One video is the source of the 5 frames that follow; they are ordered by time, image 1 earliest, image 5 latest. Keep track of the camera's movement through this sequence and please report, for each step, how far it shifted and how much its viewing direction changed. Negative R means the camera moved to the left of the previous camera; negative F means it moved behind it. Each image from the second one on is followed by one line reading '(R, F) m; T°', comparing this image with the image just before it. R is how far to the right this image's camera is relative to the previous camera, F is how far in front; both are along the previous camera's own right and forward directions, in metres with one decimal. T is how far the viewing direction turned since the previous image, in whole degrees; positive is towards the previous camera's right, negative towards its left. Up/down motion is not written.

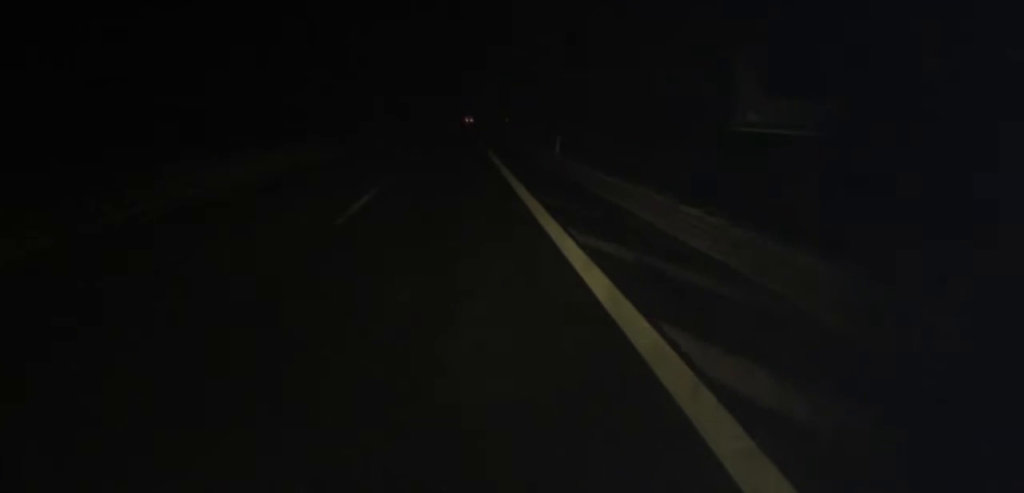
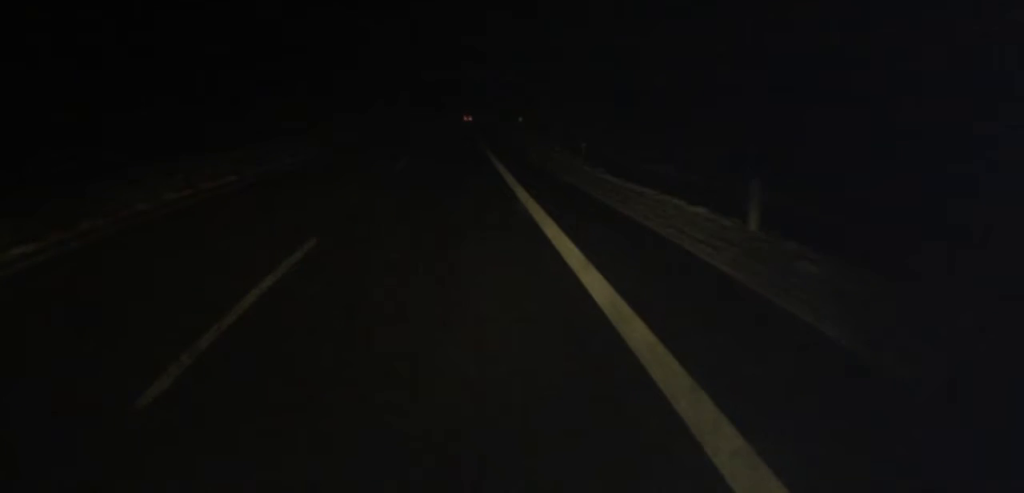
(+0.5, +24.8) m; 0°
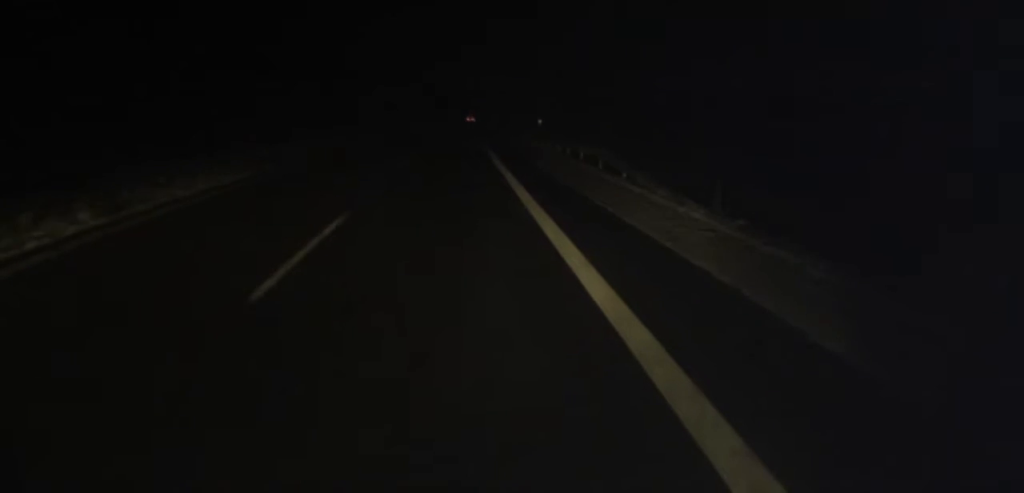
(-0.1, +14.8) m; -1°
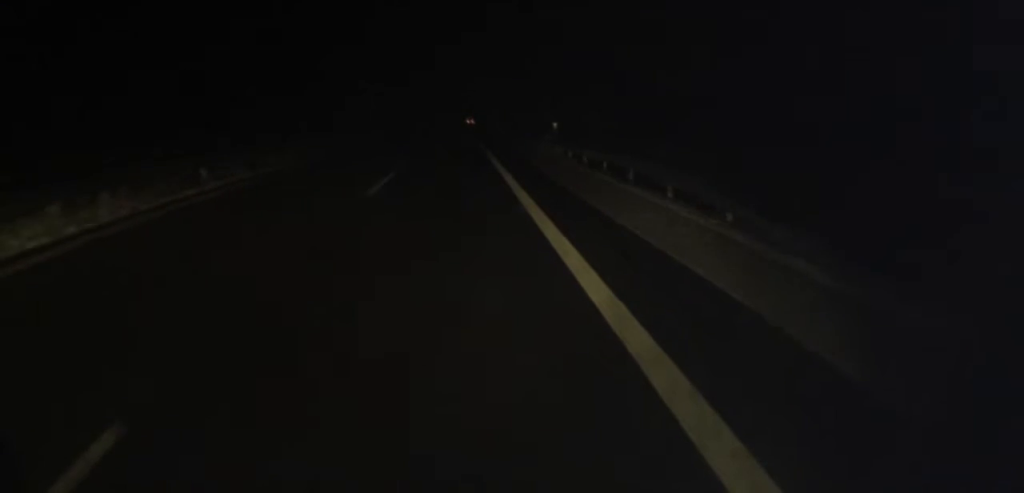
(-0.2, +8.4) m; 0°
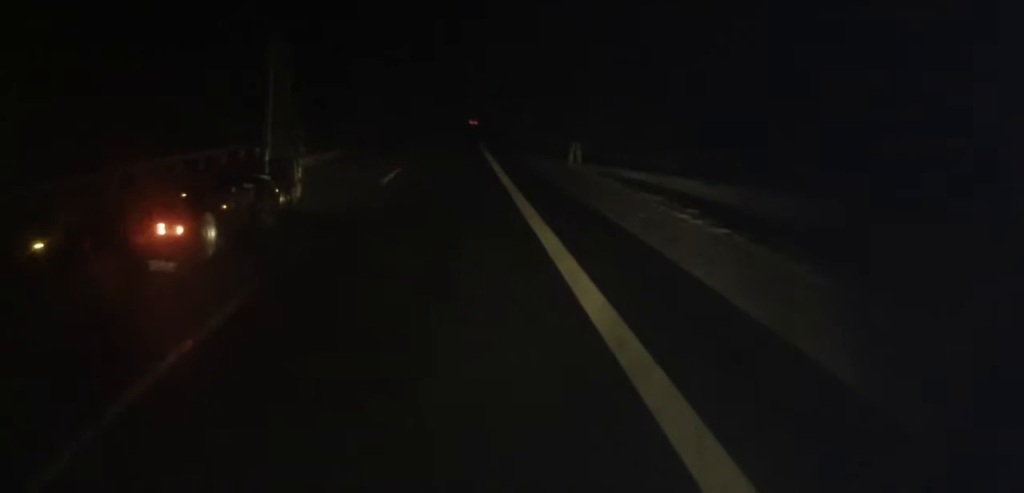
(+0.1, +43.1) m; 0°
